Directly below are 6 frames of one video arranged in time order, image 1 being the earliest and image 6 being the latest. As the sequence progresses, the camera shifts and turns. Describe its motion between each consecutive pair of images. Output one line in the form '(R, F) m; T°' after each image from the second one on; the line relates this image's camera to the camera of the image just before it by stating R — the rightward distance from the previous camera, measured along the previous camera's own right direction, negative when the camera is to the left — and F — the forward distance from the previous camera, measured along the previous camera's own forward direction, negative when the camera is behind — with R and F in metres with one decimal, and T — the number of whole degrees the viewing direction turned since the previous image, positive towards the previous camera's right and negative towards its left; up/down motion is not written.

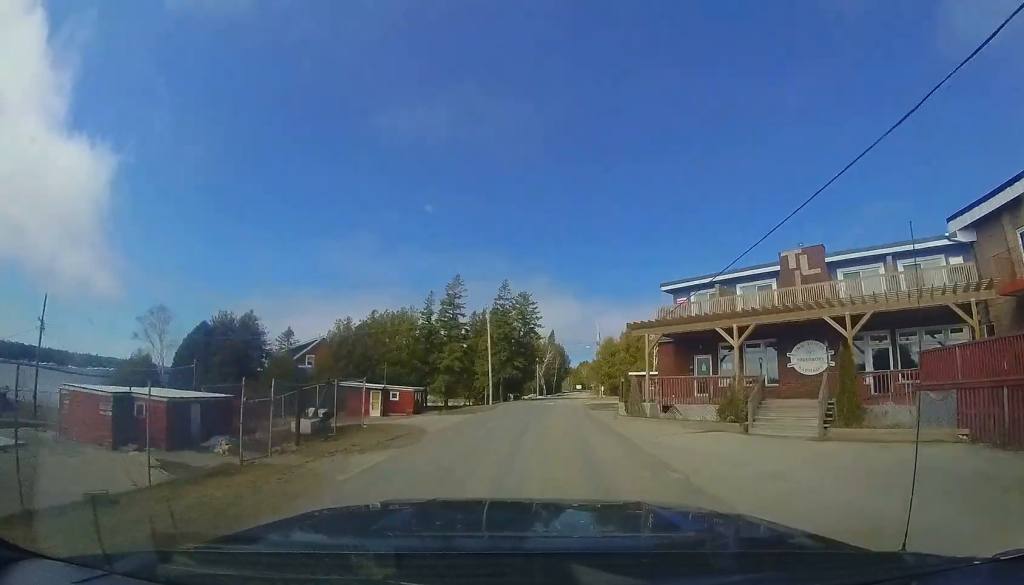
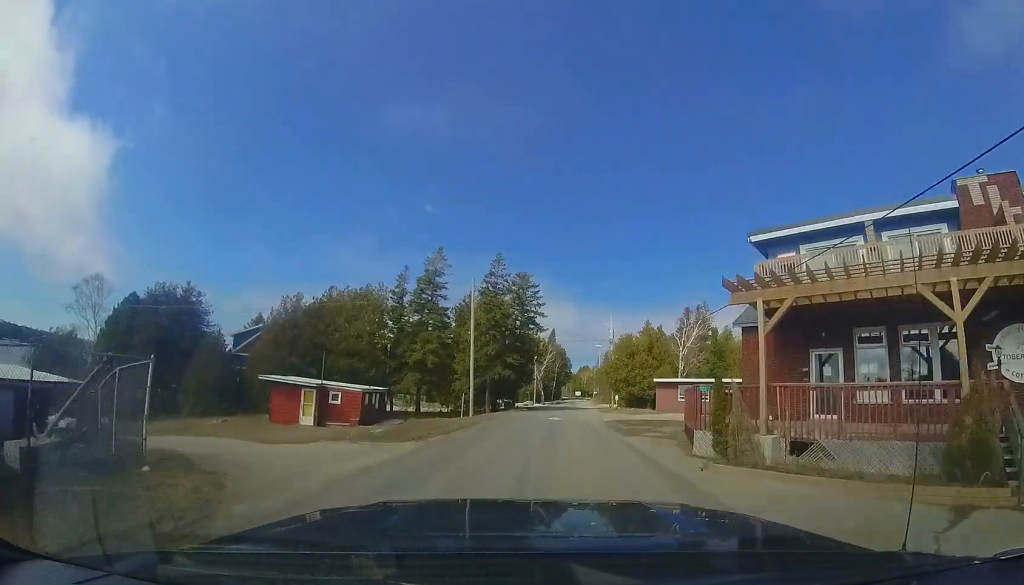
(-0.4, +9.3) m; -2°
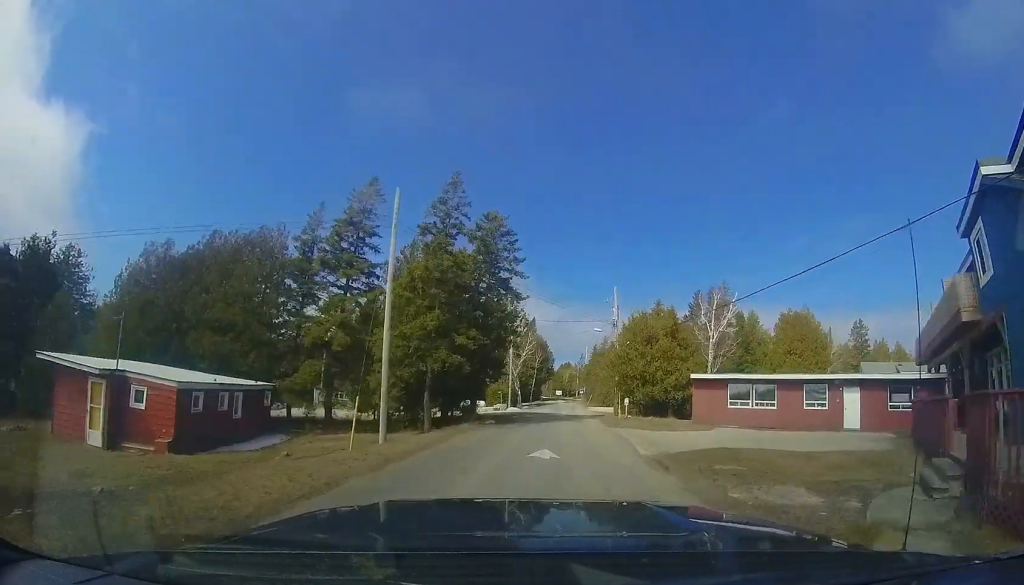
(+0.2, +11.8) m; +4°
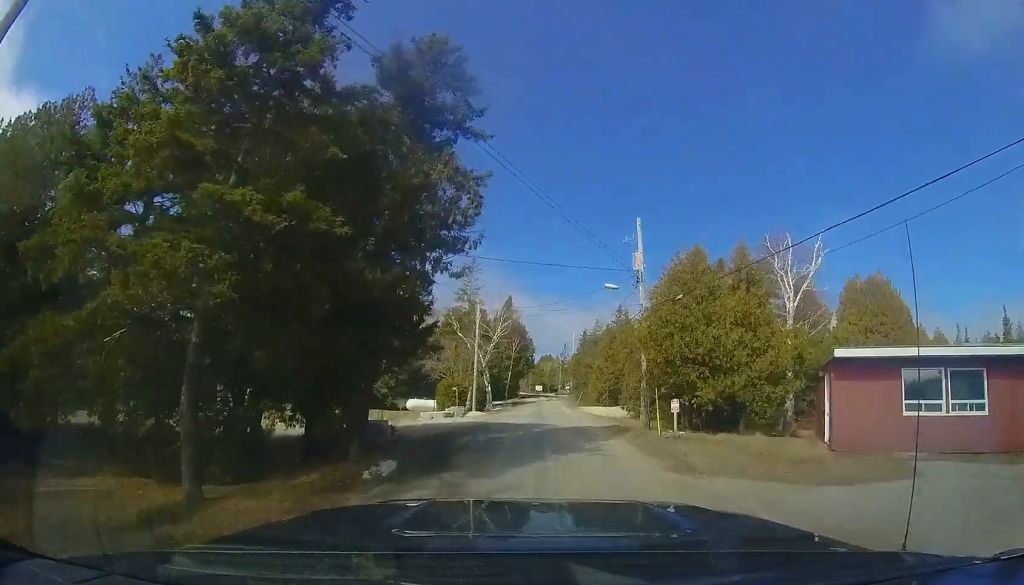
(+0.6, +12.5) m; +3°
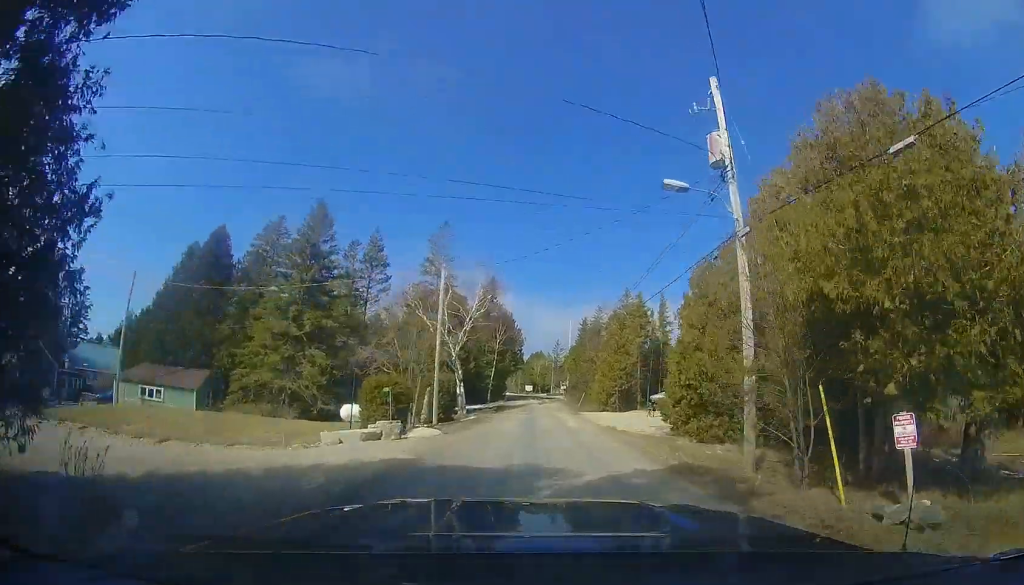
(+0.1, +9.9) m; +1°
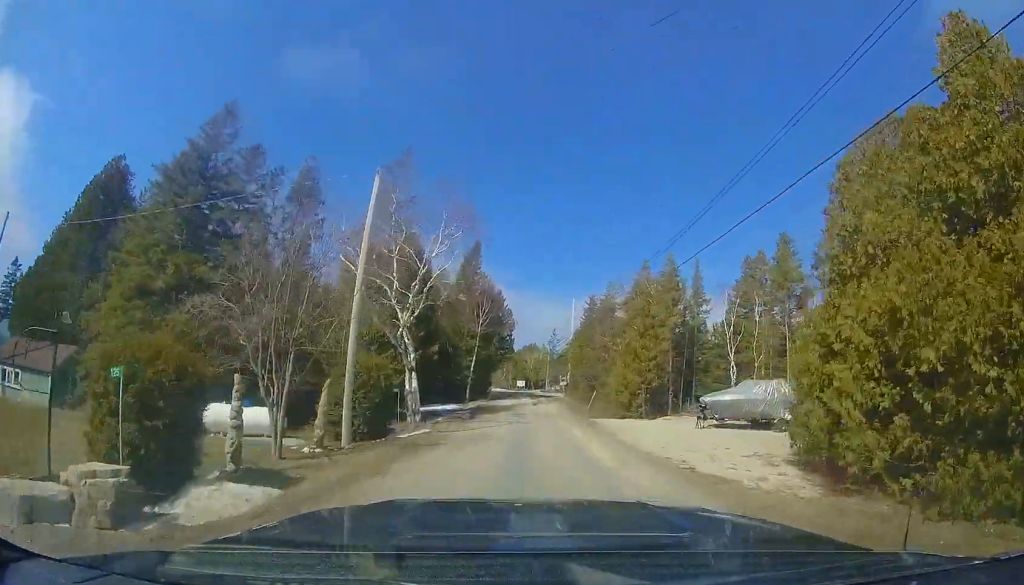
(0.0, +9.9) m; 0°
